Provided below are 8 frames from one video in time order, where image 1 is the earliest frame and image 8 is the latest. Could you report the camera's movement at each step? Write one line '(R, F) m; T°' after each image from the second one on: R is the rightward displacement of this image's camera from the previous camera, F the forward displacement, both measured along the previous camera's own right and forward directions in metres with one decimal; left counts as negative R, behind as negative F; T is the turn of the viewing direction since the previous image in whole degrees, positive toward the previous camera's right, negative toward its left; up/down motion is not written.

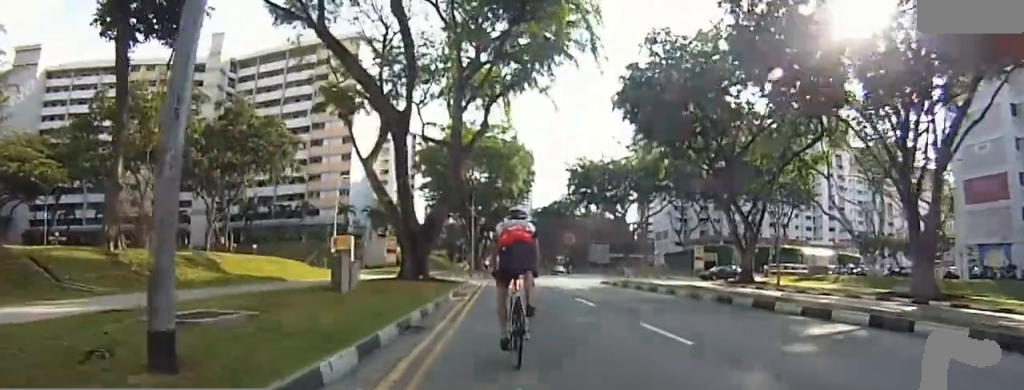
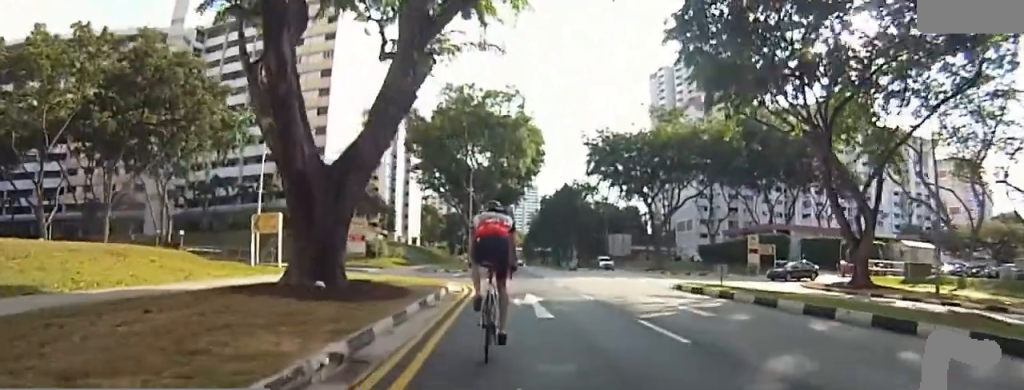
(+0.2, +13.2) m; -6°
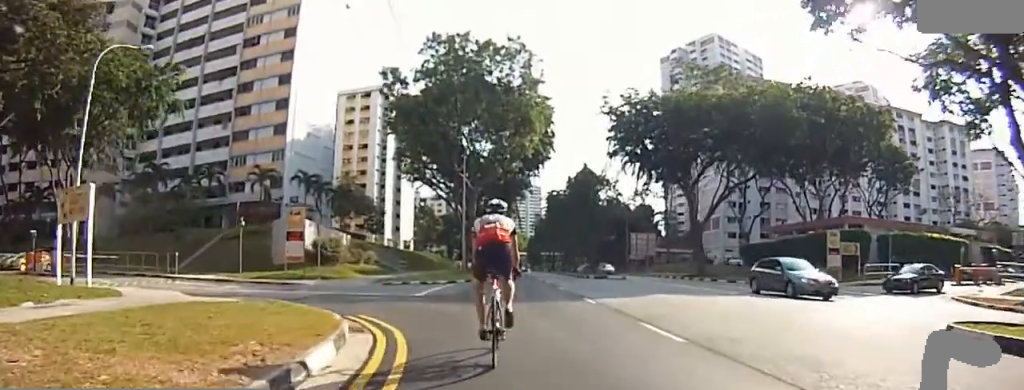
(-1.3, +12.3) m; -1°
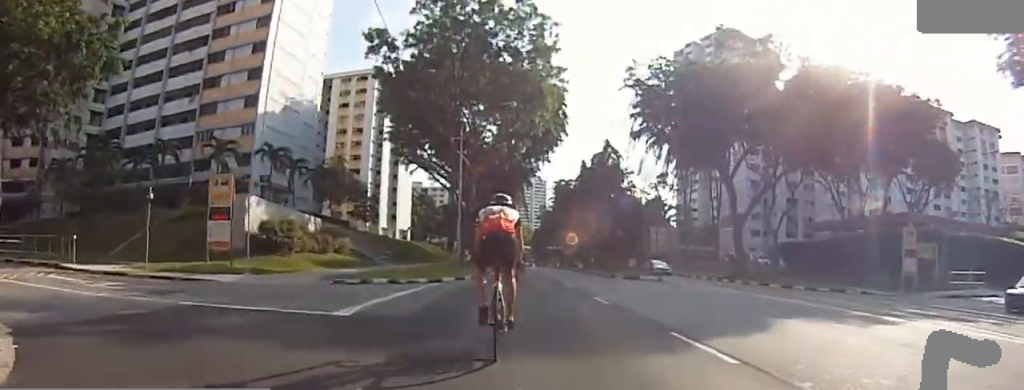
(+1.2, +7.6) m; 0°
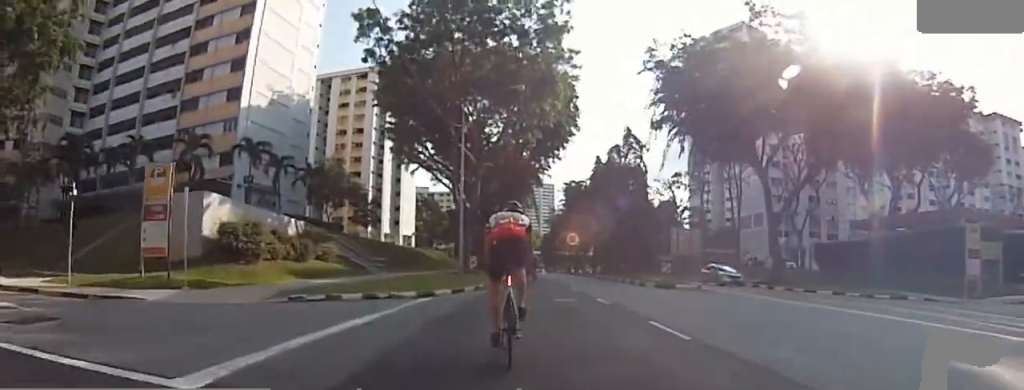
(-0.5, +4.4) m; 0°
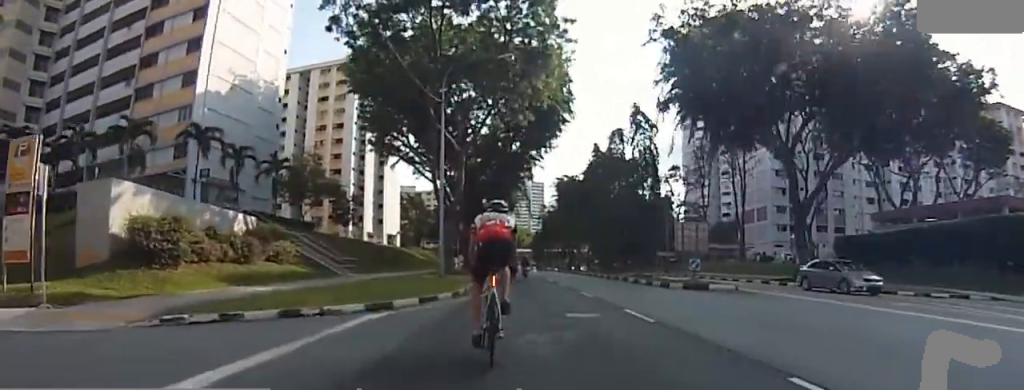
(-0.8, +4.8) m; 0°
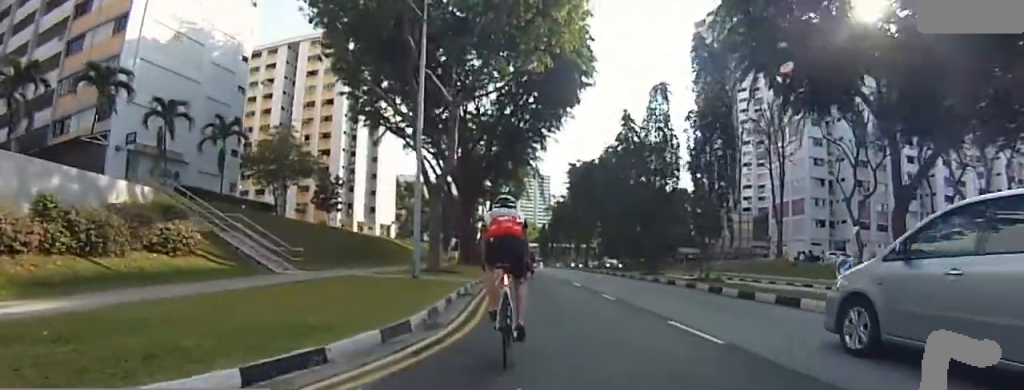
(+1.2, +8.8) m; 0°
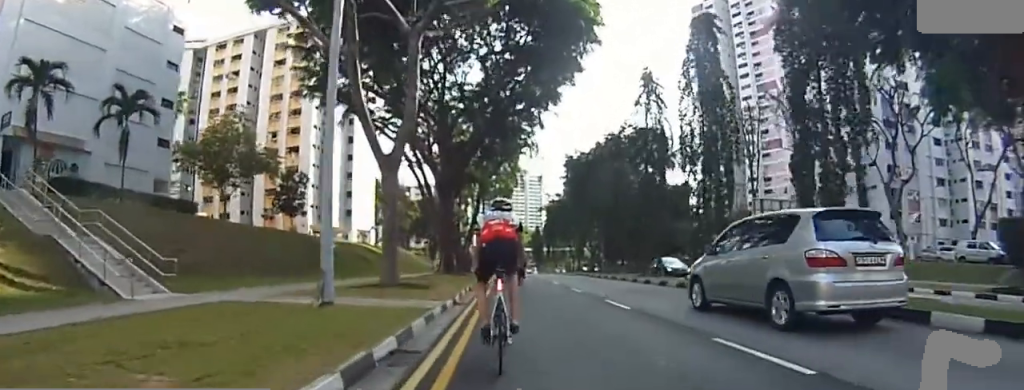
(-0.9, +8.3) m; 0°
